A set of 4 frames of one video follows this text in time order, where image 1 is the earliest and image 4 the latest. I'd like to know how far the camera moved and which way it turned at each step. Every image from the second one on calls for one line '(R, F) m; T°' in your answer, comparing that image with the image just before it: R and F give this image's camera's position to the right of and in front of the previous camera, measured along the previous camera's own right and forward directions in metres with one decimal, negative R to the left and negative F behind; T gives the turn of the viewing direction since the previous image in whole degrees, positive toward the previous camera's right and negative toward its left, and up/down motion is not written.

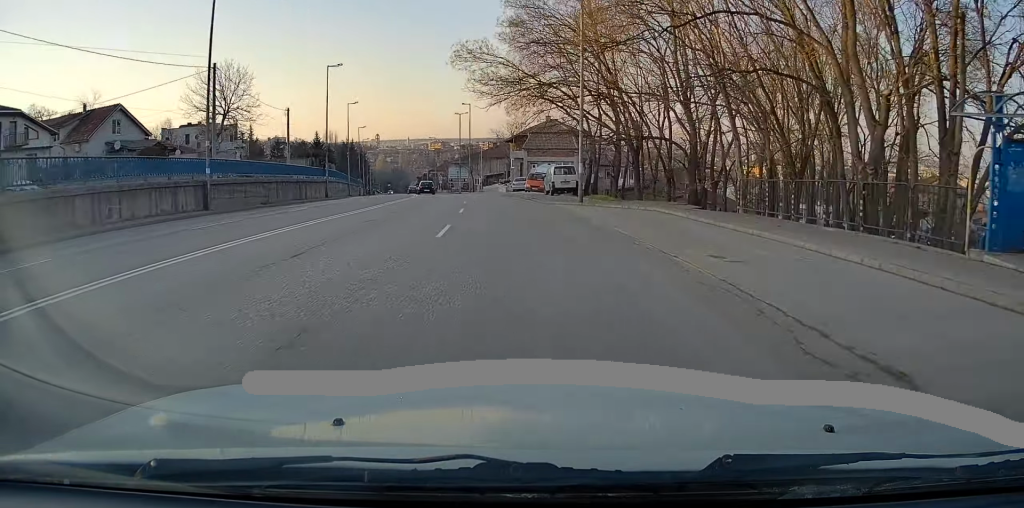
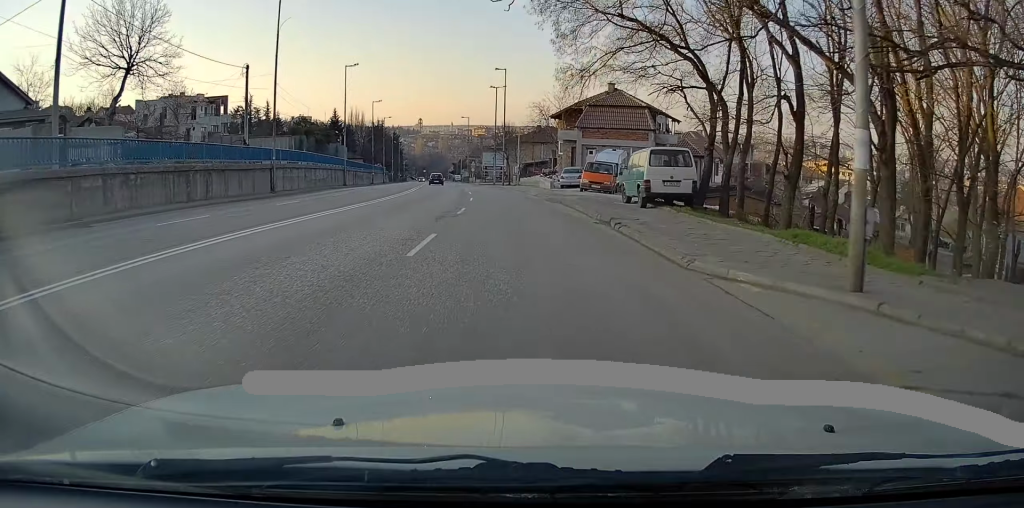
(-0.8, +21.3) m; -4°
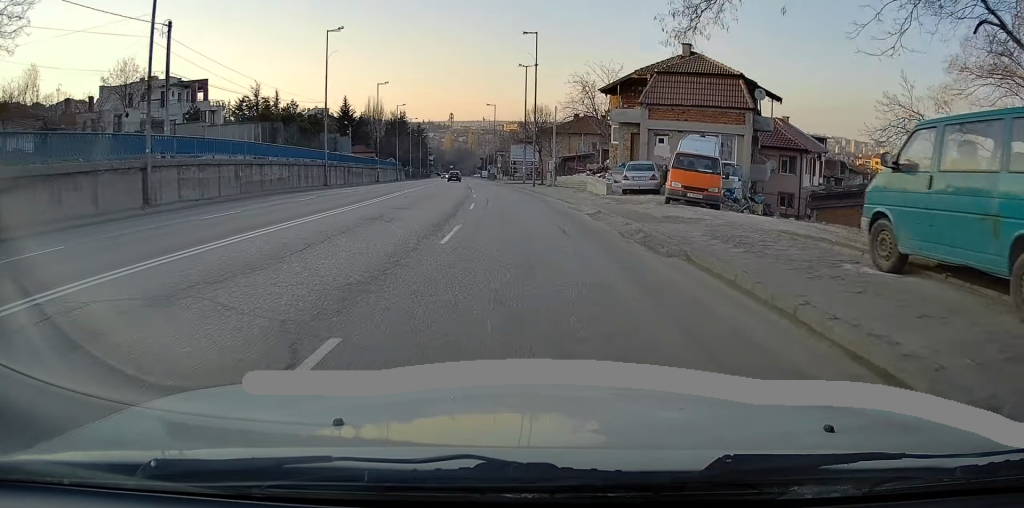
(-0.4, +16.6) m; -2°
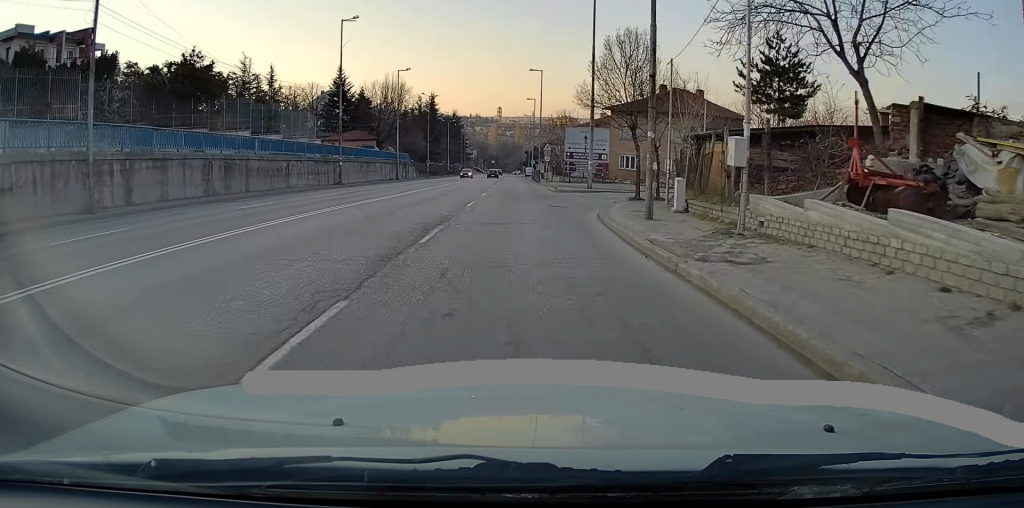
(-1.2, +34.5) m; -4°
